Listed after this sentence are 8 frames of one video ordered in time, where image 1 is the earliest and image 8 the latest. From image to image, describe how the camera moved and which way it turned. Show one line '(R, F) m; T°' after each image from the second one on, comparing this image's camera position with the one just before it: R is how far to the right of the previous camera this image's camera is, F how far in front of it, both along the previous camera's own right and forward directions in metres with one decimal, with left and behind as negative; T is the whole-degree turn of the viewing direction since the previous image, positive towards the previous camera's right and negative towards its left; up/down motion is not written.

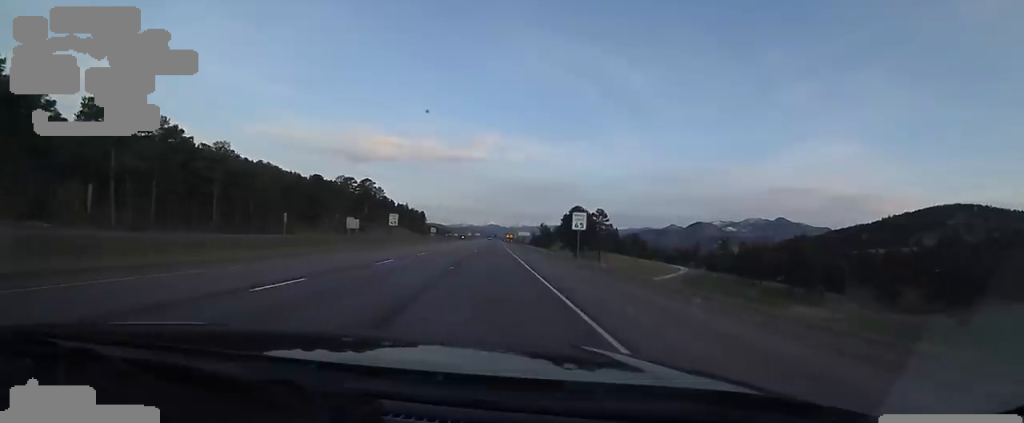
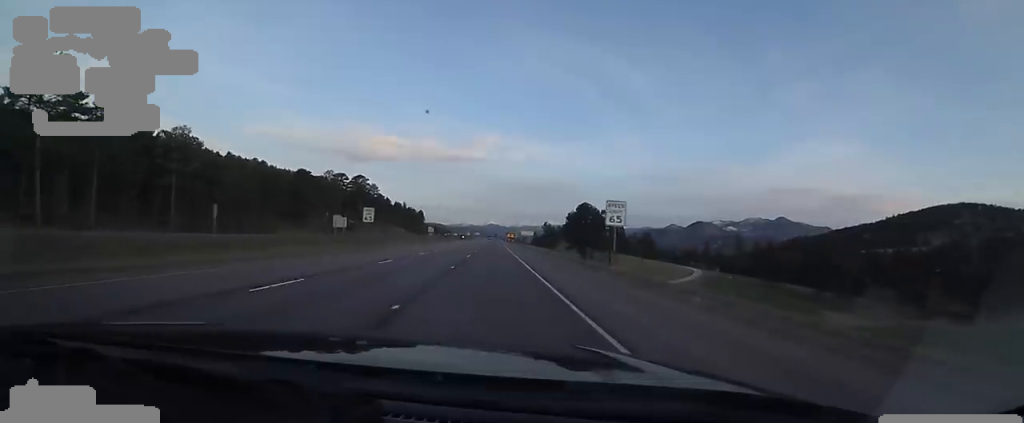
(-0.1, +11.8) m; -1°
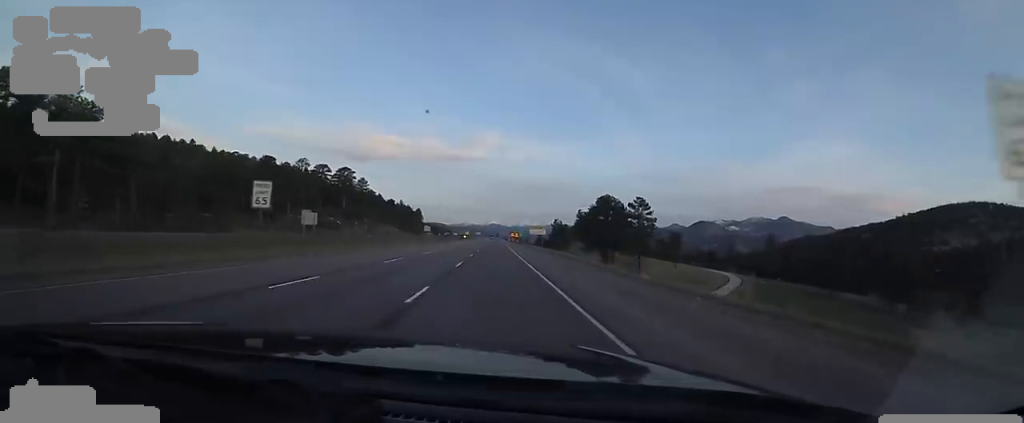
(+0.1, +22.6) m; -1°
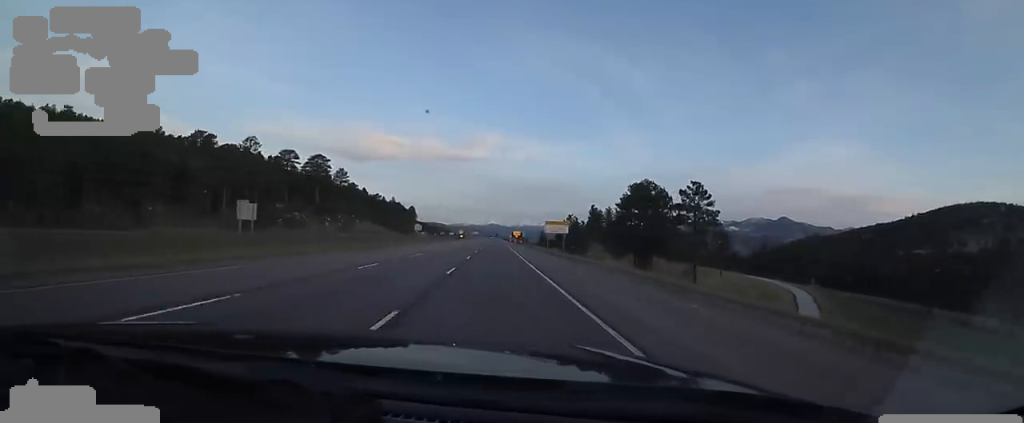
(-0.7, +27.6) m; +1°
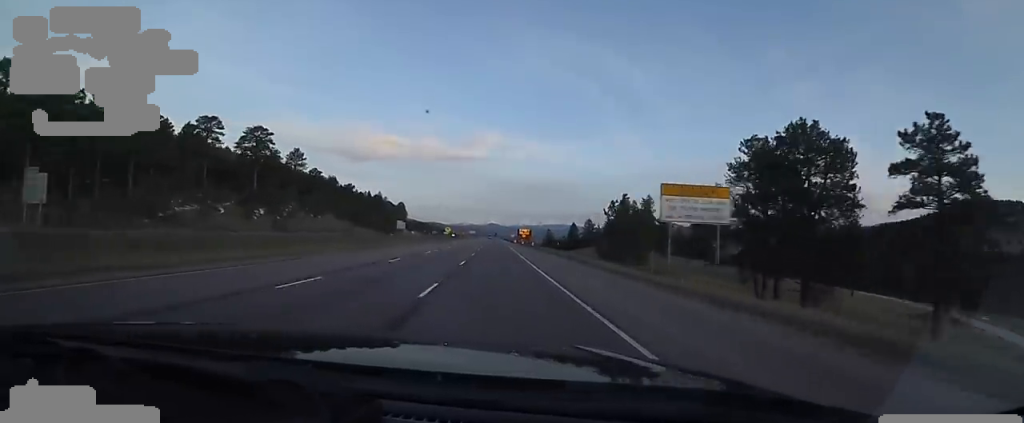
(+1.7, +42.9) m; +2°
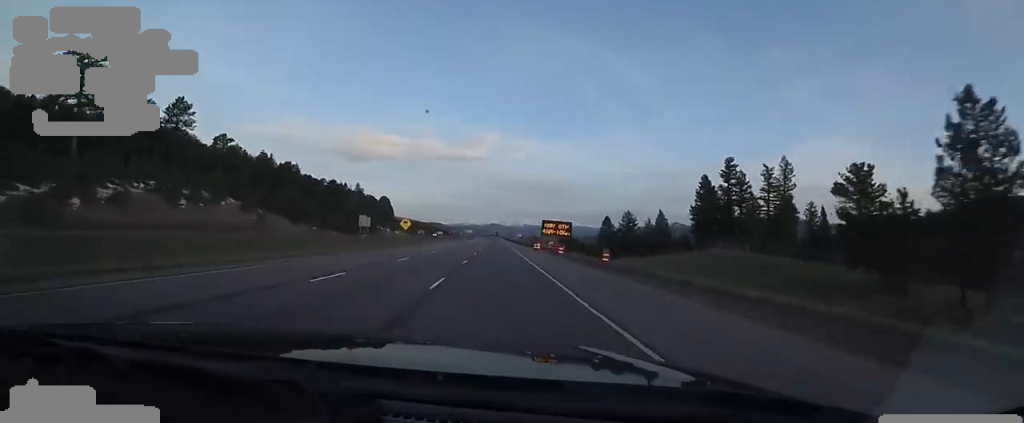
(-0.9, +58.6) m; +1°
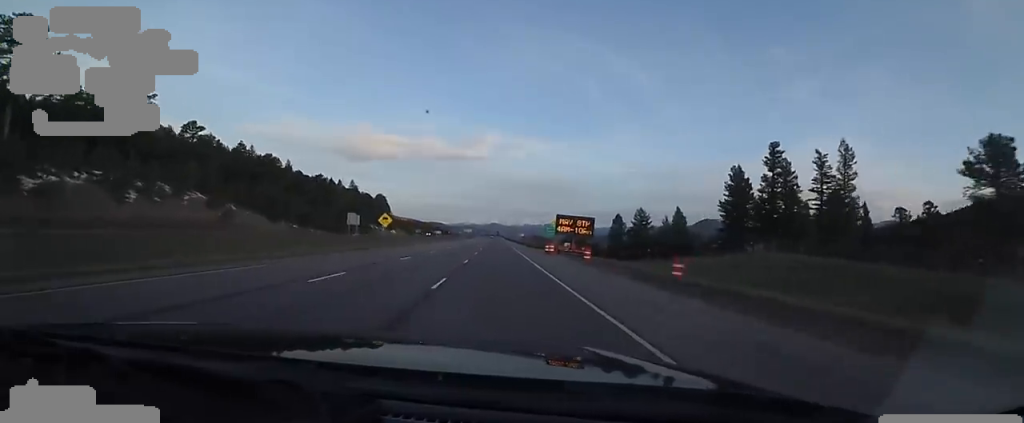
(+0.7, +12.2) m; +1°
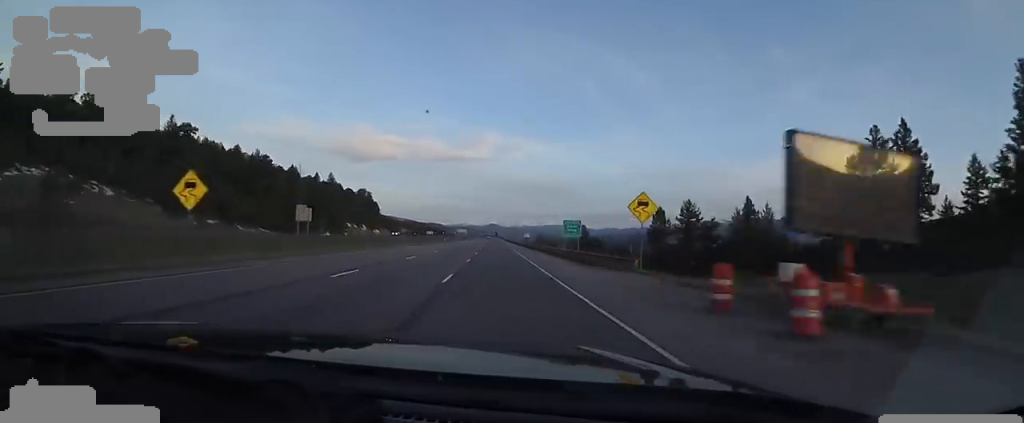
(-0.4, +34.2) m; -3°
